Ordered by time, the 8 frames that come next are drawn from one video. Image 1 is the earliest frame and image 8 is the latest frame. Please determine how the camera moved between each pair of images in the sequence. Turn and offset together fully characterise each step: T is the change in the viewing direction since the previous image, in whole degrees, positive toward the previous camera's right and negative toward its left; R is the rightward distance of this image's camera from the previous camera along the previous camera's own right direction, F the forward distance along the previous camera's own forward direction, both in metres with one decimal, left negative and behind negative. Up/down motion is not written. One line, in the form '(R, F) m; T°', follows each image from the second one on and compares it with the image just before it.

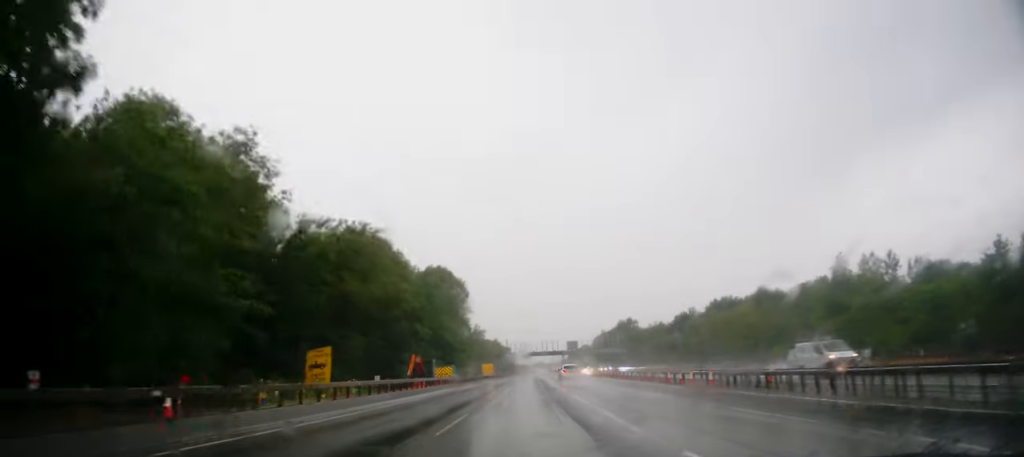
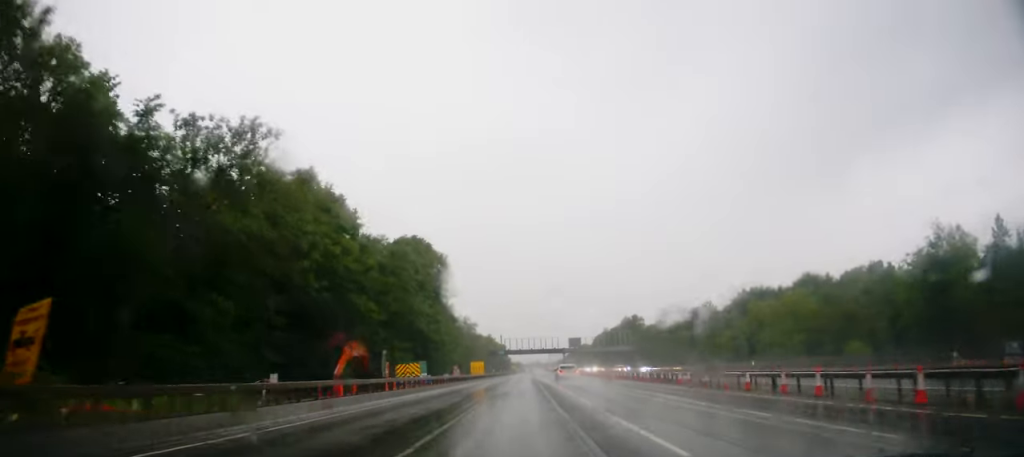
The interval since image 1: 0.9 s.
(0.0, +21.3) m; +1°
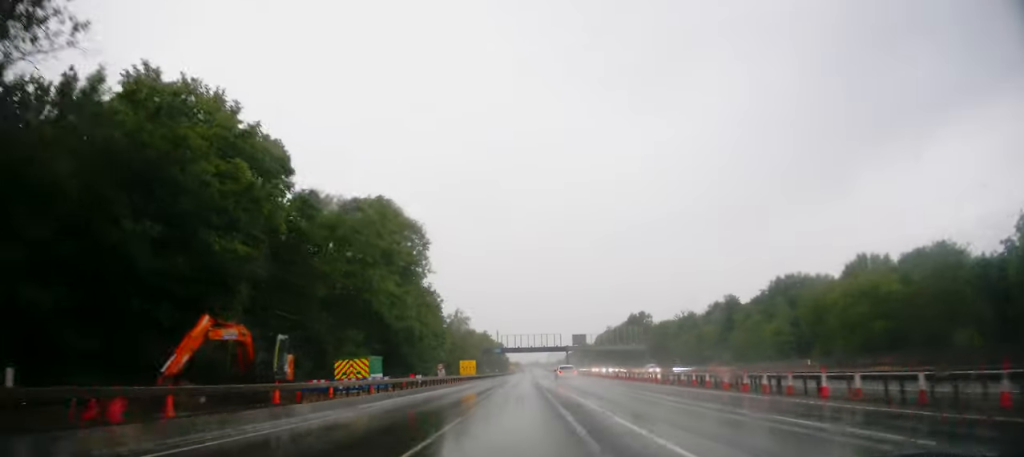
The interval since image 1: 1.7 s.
(+0.1, +18.2) m; +1°
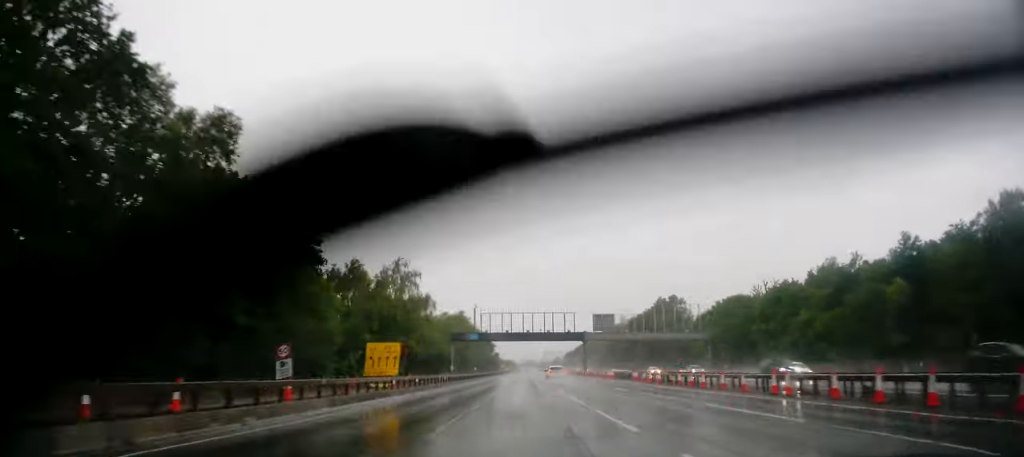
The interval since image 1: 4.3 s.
(+0.3, +59.6) m; 0°
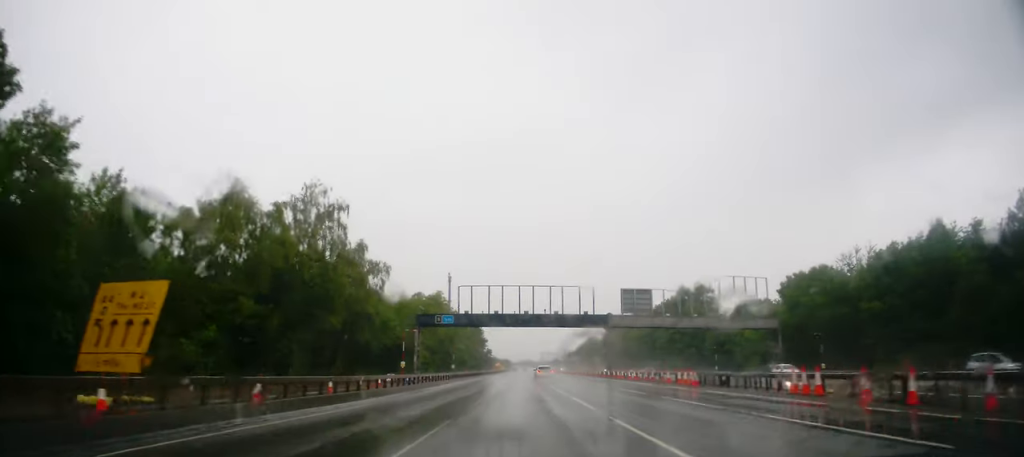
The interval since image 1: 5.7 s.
(-0.4, +31.7) m; 0°
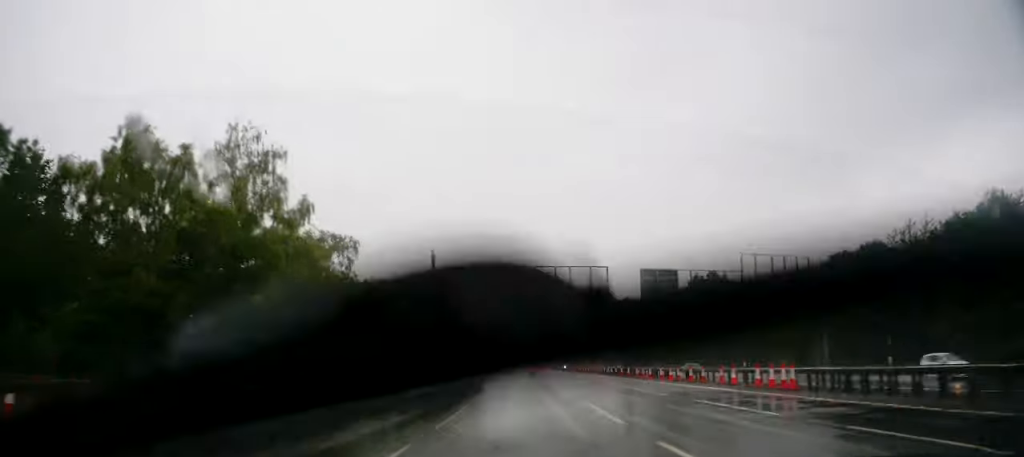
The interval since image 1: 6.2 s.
(+0.2, +12.3) m; +1°
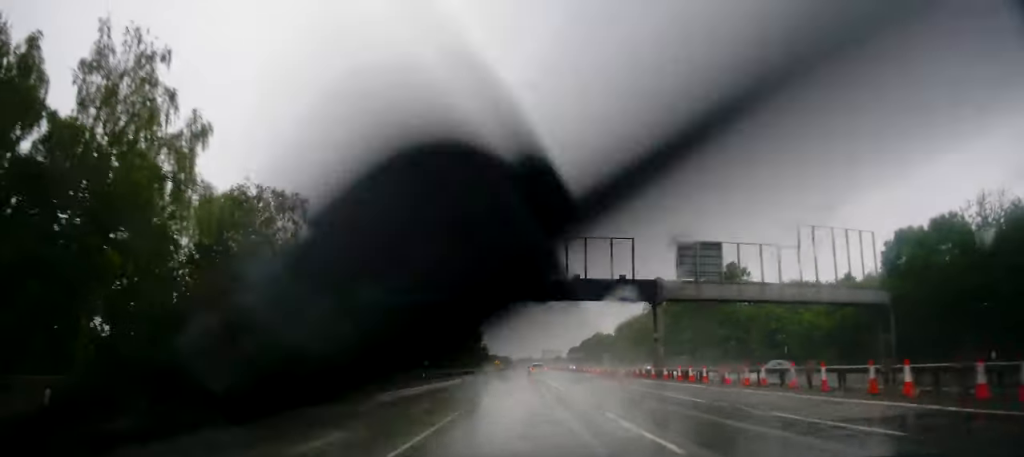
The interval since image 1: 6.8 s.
(+0.1, +12.9) m; 0°
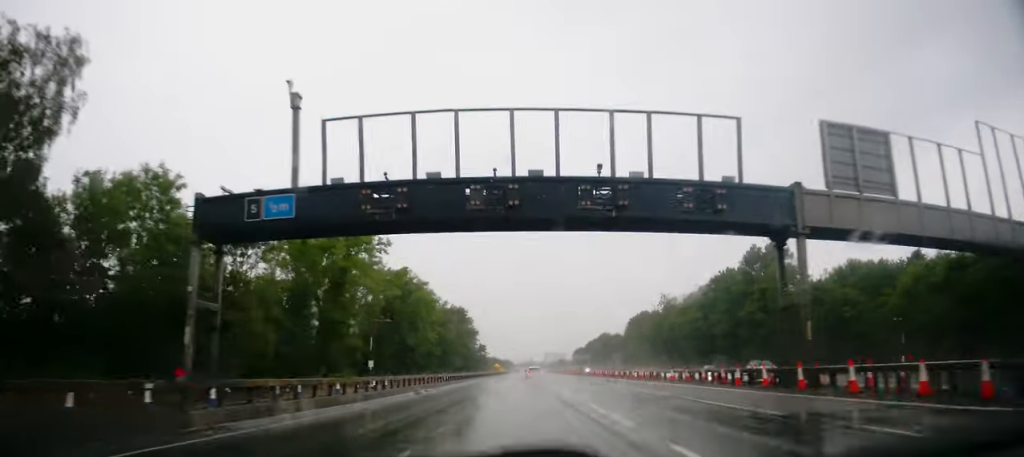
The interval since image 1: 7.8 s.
(-0.2, +23.3) m; -1°
